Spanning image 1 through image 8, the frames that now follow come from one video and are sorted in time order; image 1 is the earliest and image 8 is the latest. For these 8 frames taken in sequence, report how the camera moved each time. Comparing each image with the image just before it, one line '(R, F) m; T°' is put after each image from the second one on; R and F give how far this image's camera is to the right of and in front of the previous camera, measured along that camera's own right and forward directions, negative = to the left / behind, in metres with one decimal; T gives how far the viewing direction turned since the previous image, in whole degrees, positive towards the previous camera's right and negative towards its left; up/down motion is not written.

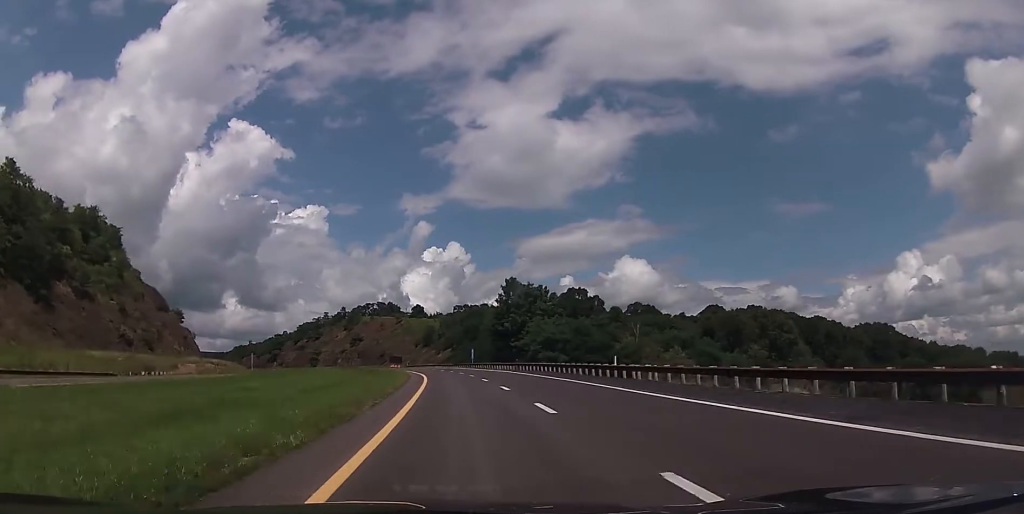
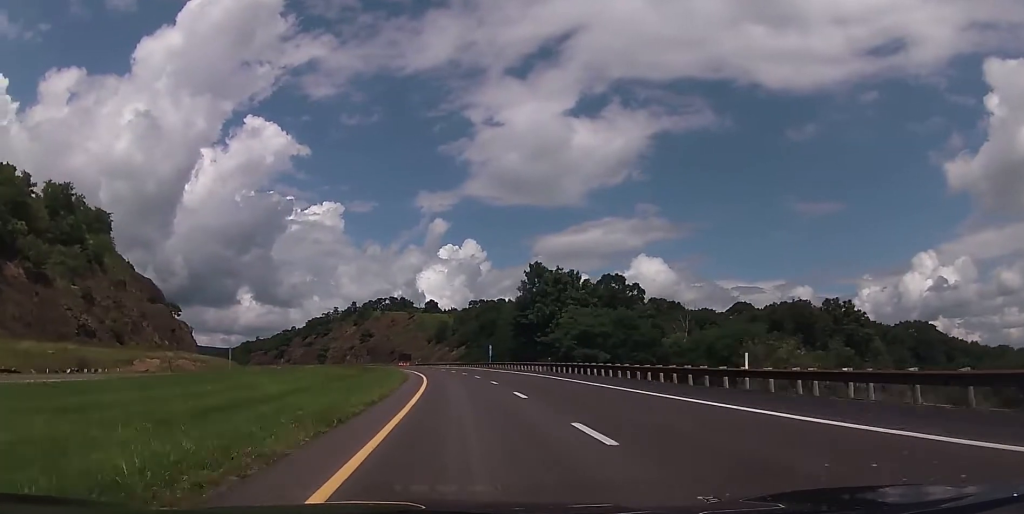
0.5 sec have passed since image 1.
(-0.1, +17.7) m; -1°
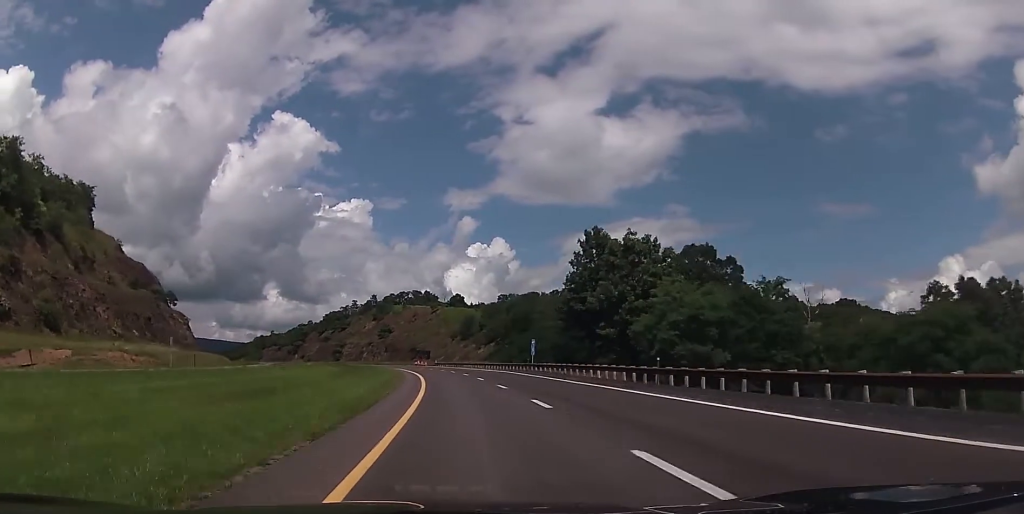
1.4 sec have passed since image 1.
(-0.5, +27.7) m; -2°
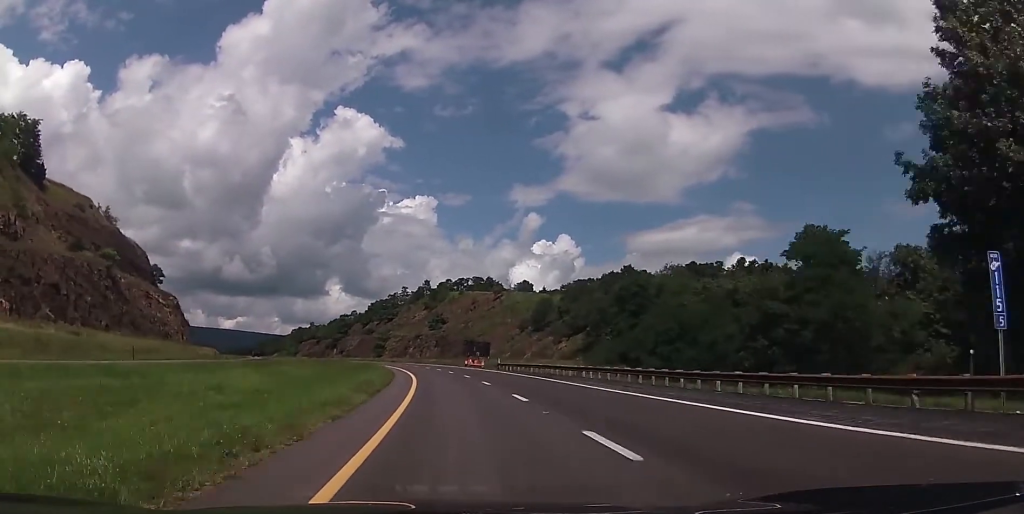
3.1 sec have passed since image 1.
(-2.0, +56.8) m; -5°
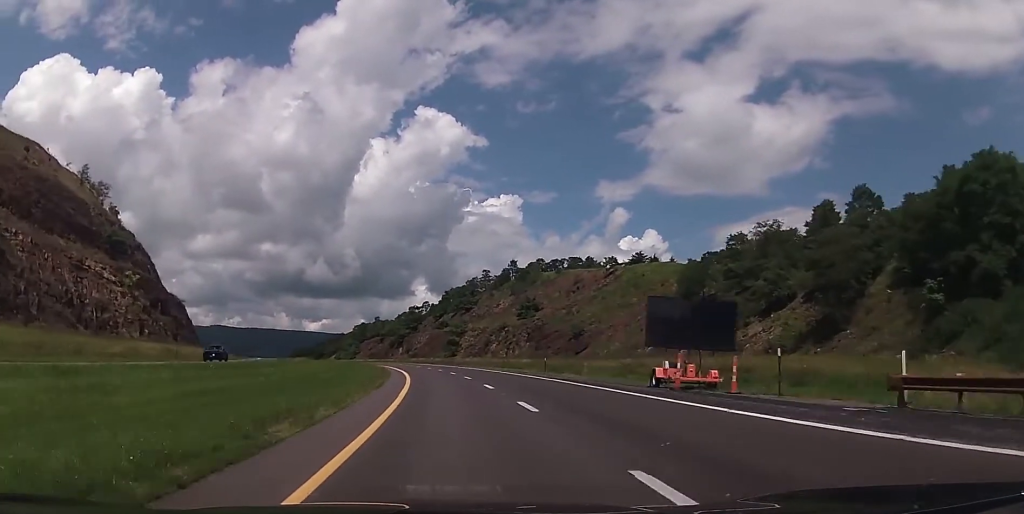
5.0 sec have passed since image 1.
(-3.9, +63.7) m; -7°
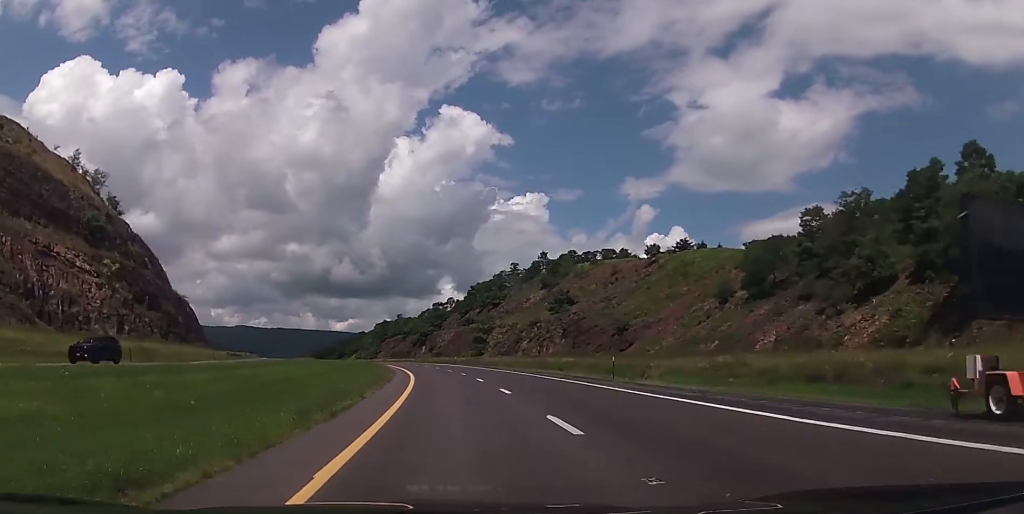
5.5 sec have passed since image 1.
(-0.2, +16.8) m; -2°
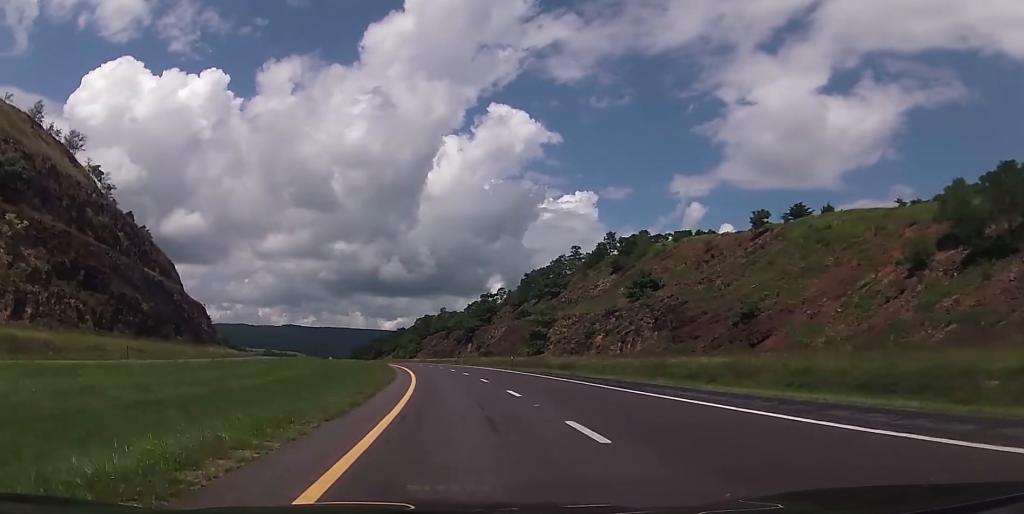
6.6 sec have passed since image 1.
(-1.5, +37.1) m; -4°
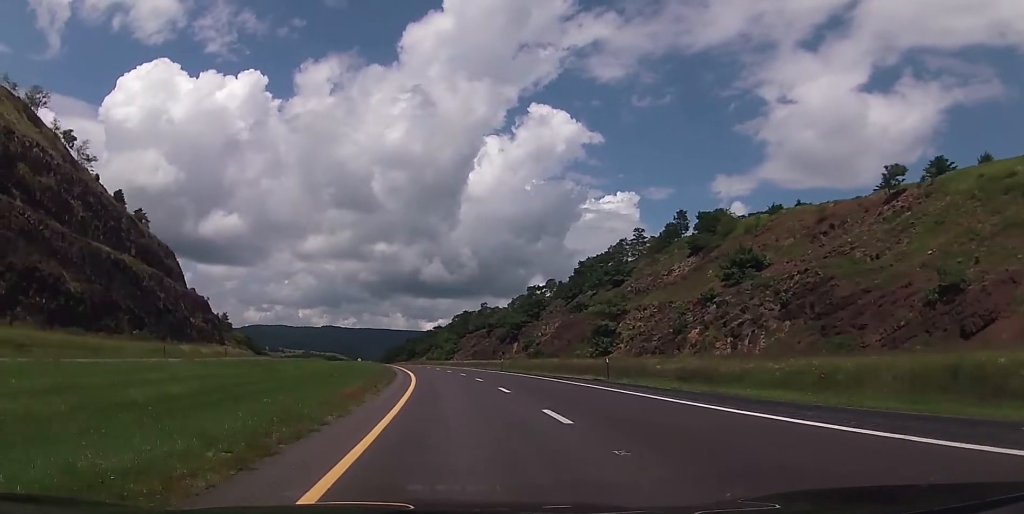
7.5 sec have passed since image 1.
(-1.0, +32.6) m; -4°
